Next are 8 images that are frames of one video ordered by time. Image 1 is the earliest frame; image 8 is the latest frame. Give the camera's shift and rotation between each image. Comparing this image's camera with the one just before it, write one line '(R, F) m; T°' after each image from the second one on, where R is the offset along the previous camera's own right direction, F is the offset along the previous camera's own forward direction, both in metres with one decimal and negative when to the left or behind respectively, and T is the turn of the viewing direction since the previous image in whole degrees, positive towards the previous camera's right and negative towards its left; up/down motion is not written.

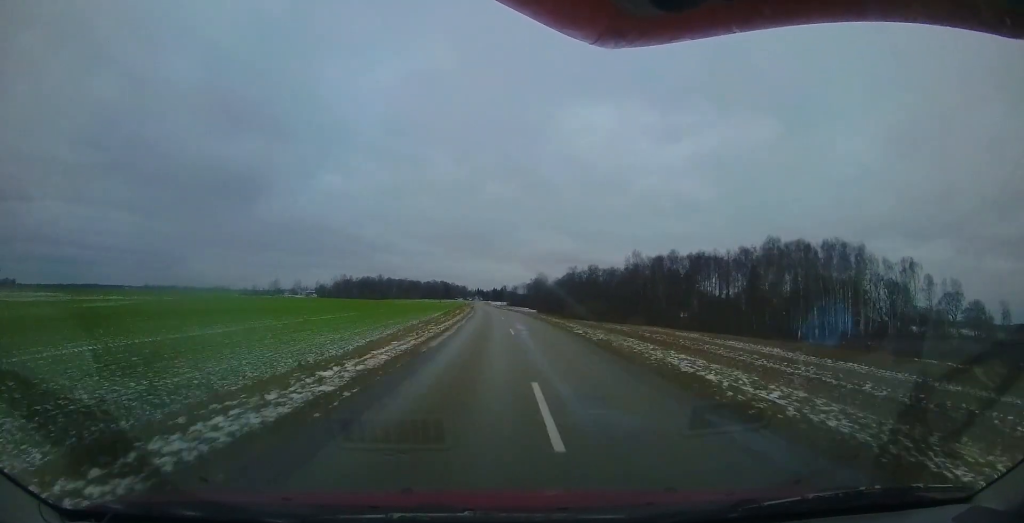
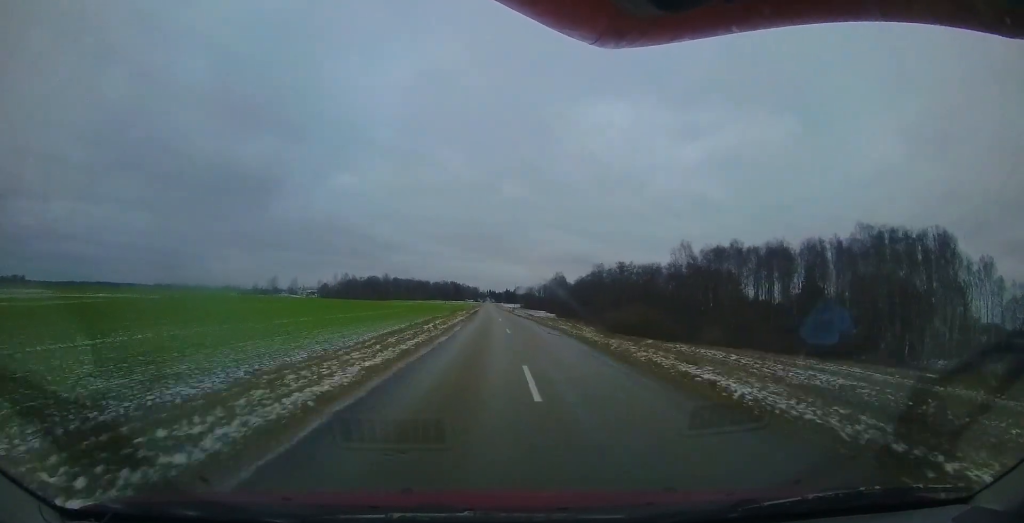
(-0.2, +22.0) m; -1°
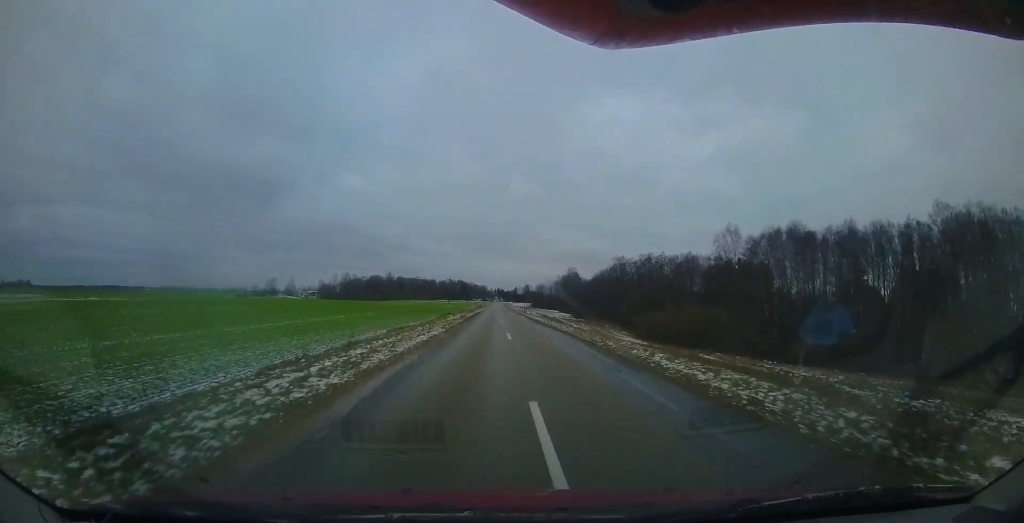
(-0.1, +14.9) m; -1°
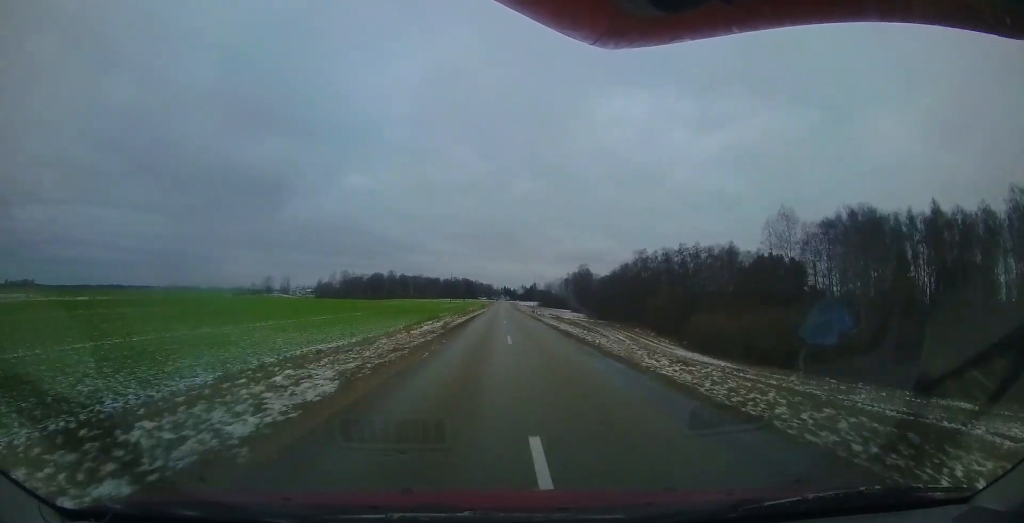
(+0.1, +13.2) m; -1°
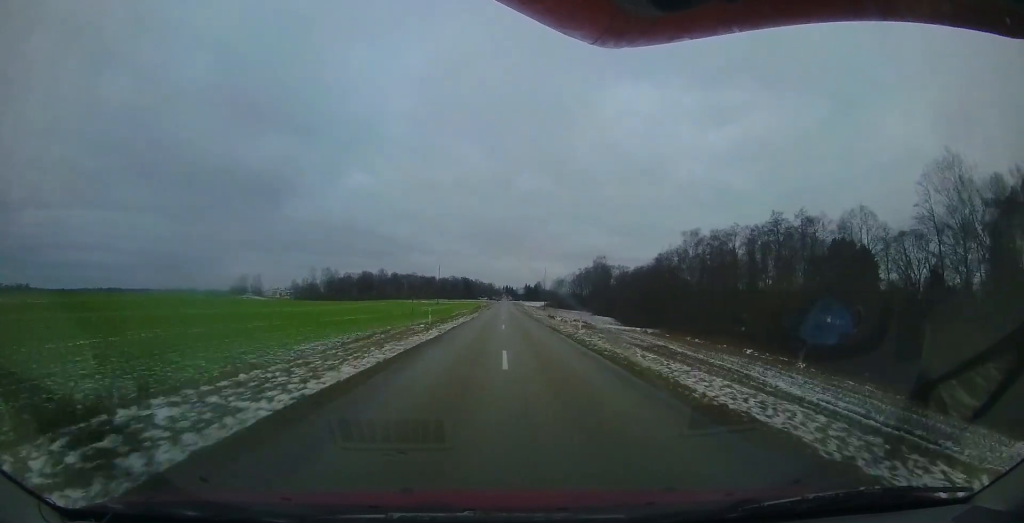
(-1.0, +28.7) m; -2°
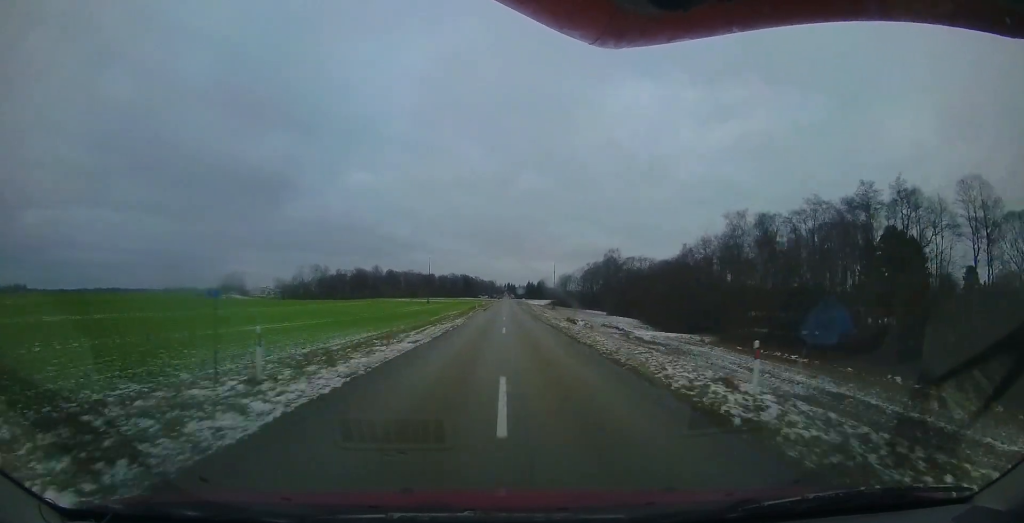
(0.0, +15.7) m; 0°
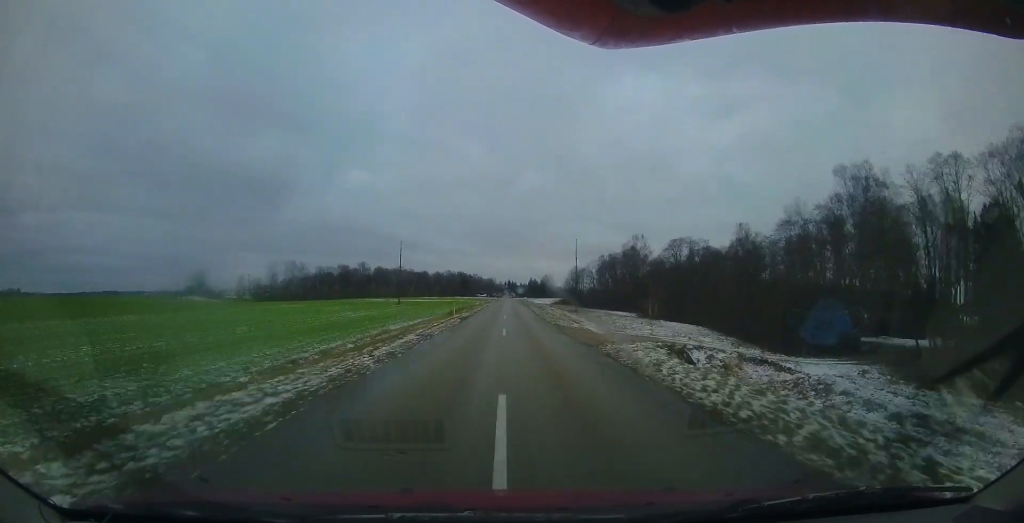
(-0.2, +25.6) m; -1°
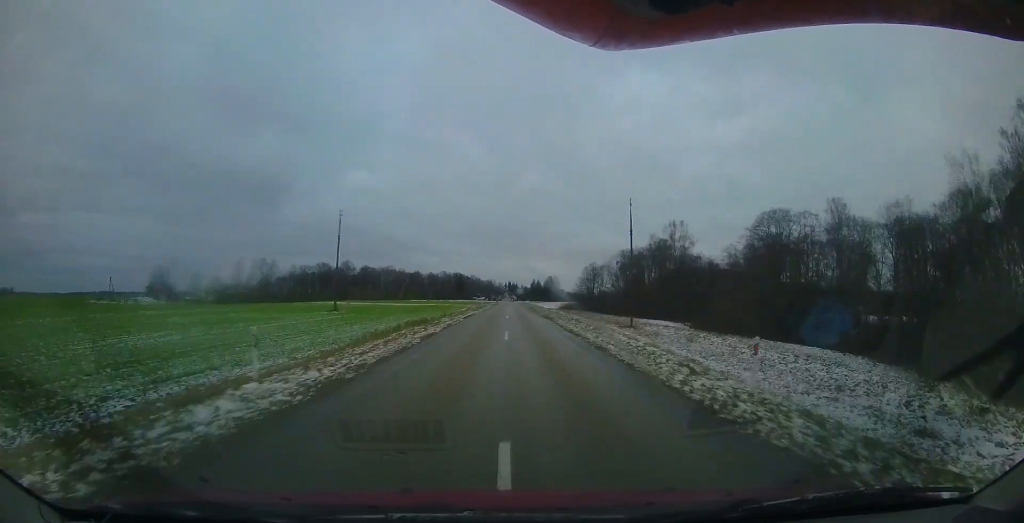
(-0.2, +25.9) m; -1°
